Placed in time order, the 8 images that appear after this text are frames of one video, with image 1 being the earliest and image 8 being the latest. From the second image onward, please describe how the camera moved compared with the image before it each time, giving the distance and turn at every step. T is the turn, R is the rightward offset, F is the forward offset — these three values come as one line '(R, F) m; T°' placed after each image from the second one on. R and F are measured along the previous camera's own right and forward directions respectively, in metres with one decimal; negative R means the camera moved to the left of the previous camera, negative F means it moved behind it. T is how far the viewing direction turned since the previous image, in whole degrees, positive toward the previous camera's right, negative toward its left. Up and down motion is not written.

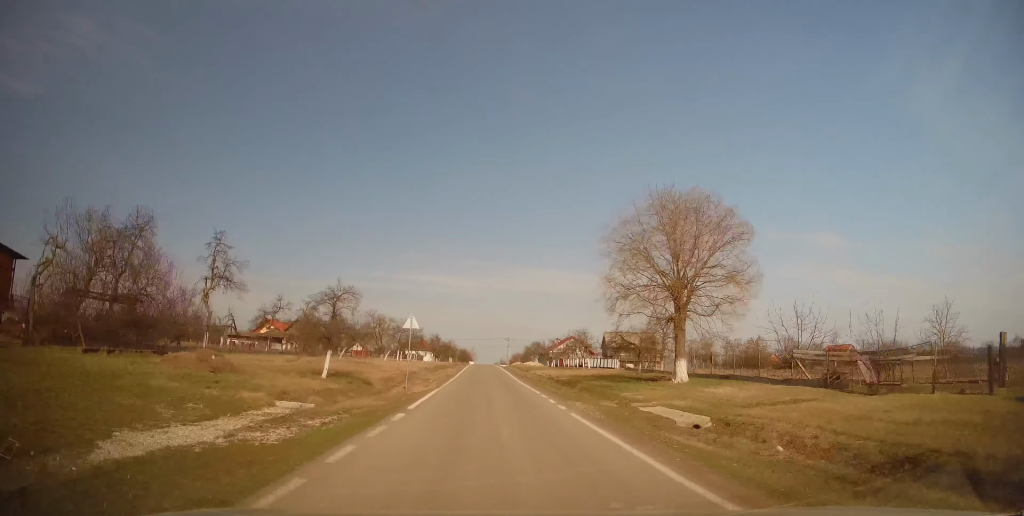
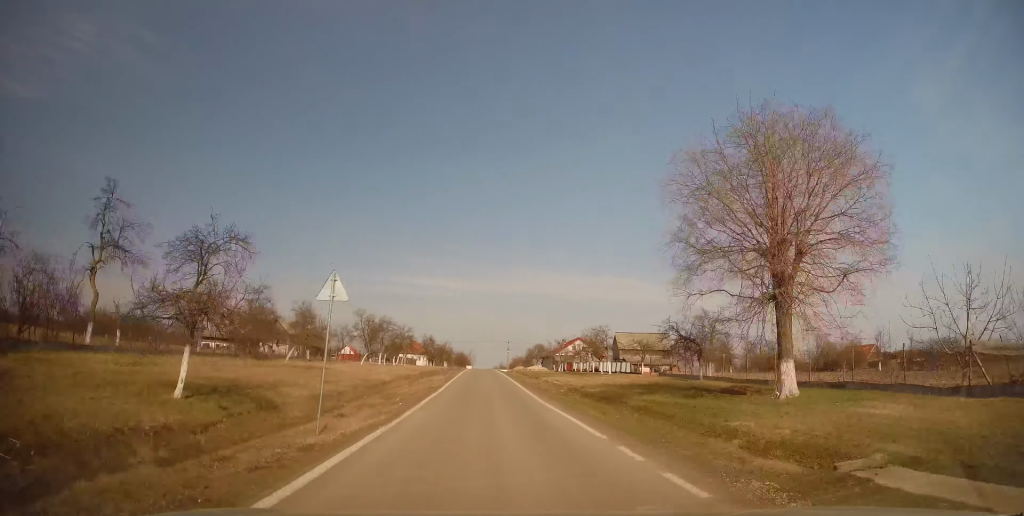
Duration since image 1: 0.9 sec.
(0.0, +10.4) m; +2°
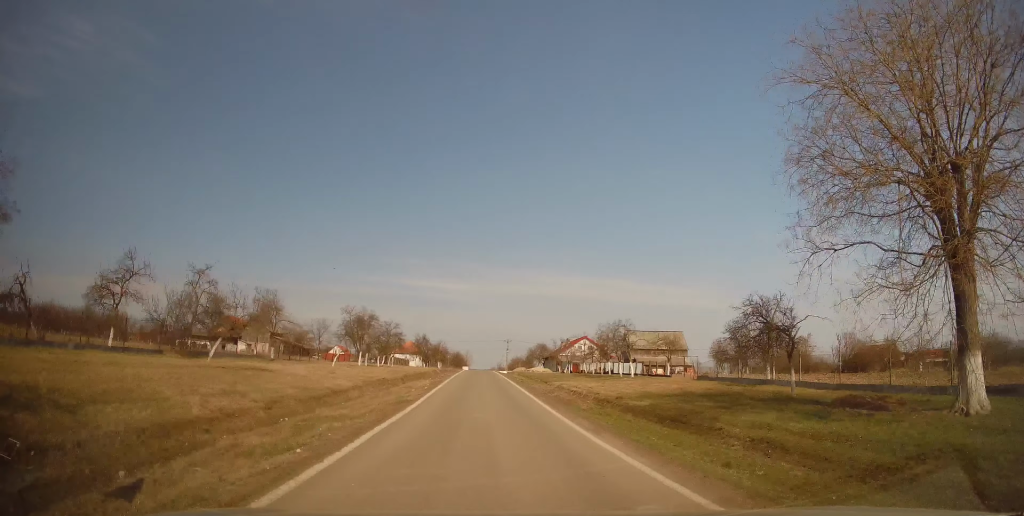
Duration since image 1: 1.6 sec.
(+0.3, +8.4) m; 0°
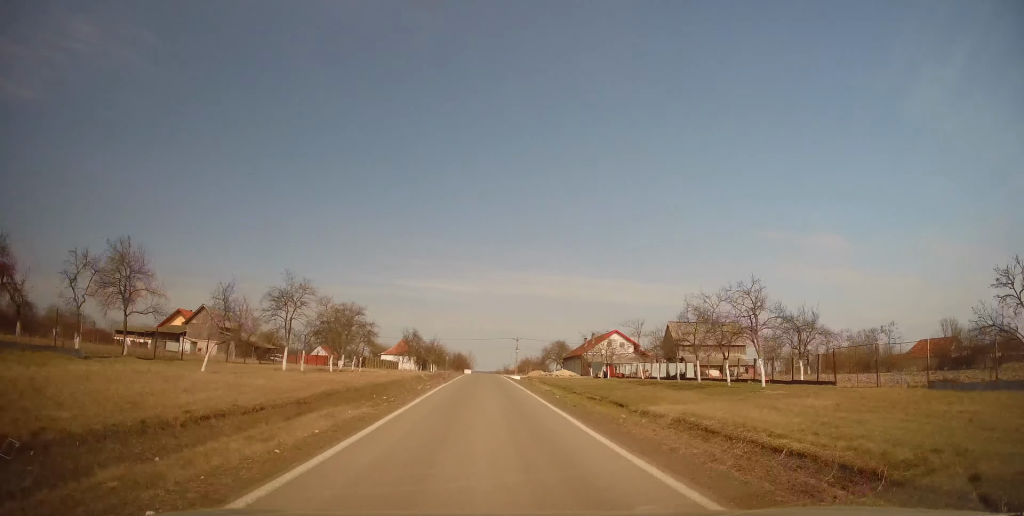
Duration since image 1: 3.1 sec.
(-0.2, +19.0) m; 0°
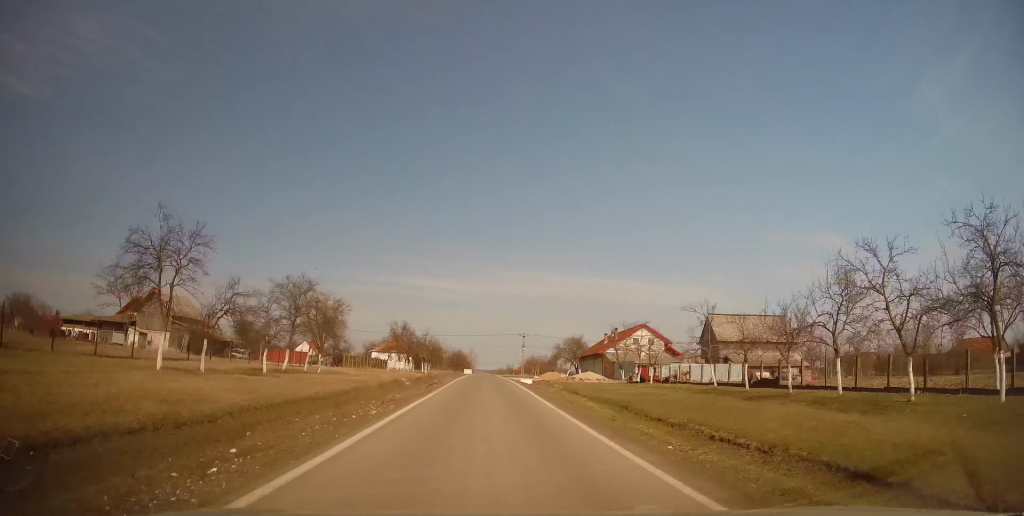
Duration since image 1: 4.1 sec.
(+0.3, +12.6) m; 0°
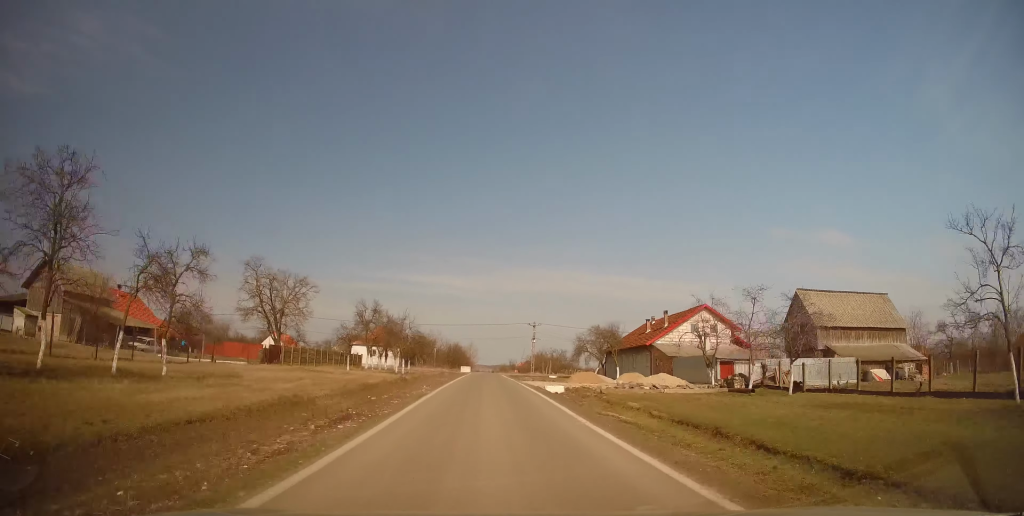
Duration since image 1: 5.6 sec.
(-0.1, +18.8) m; 0°
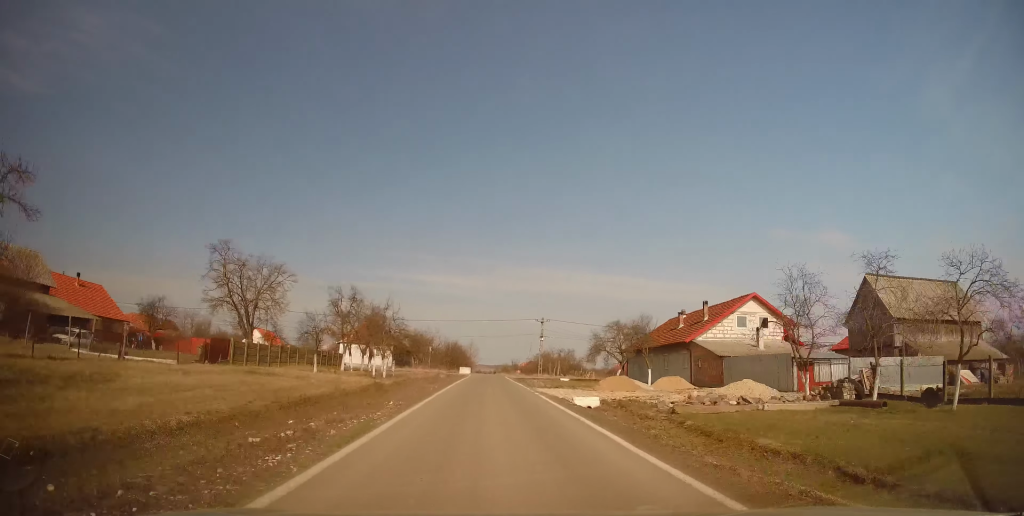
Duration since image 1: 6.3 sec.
(0.0, +9.2) m; -1°
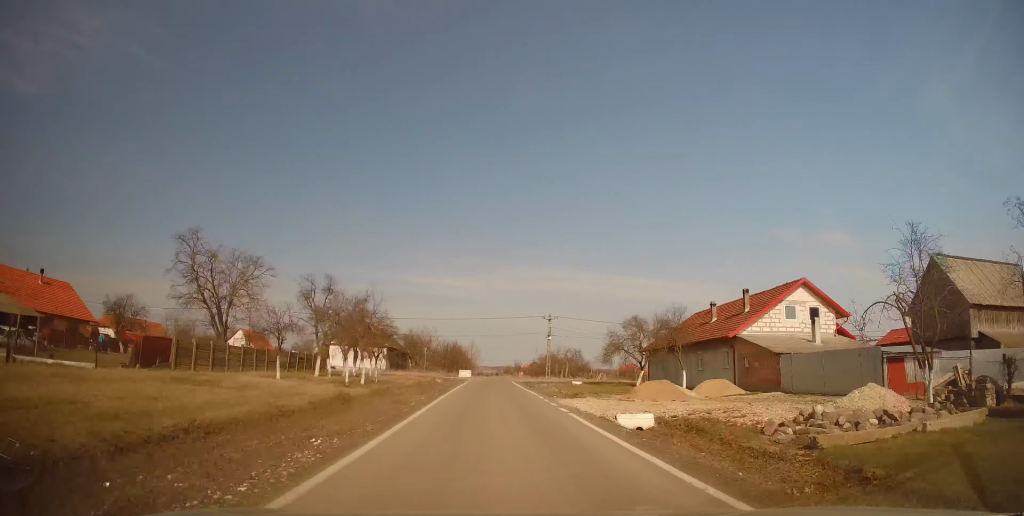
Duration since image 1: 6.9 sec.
(-0.1, +7.0) m; -1°
